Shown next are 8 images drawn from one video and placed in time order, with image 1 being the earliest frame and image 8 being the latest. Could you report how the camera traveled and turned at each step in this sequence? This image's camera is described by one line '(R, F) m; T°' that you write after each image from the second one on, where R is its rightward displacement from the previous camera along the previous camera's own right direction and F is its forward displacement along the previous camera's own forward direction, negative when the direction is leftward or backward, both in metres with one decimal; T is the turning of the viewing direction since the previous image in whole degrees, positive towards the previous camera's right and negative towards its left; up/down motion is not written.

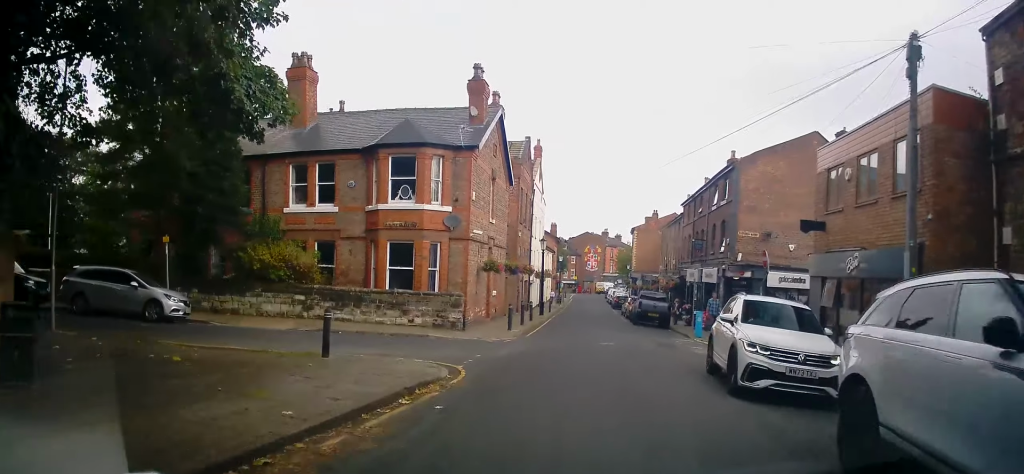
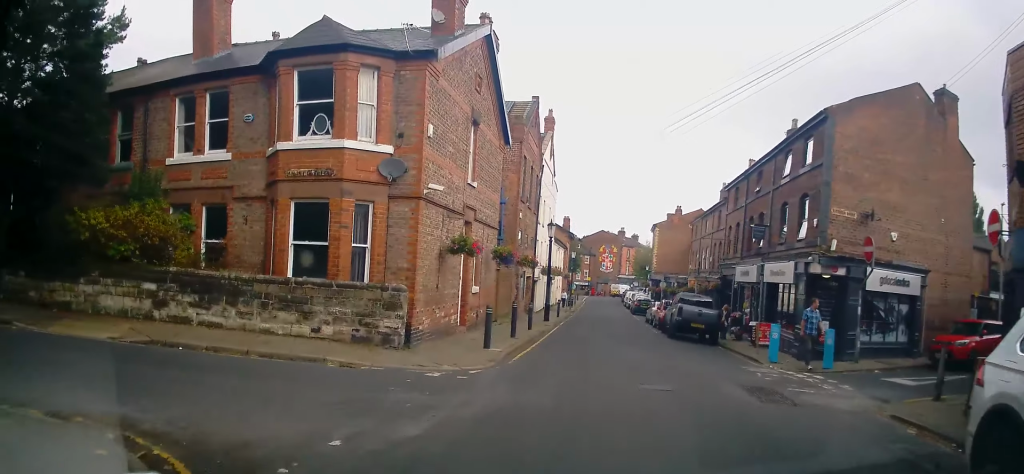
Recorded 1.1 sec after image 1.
(-0.1, +8.6) m; -2°
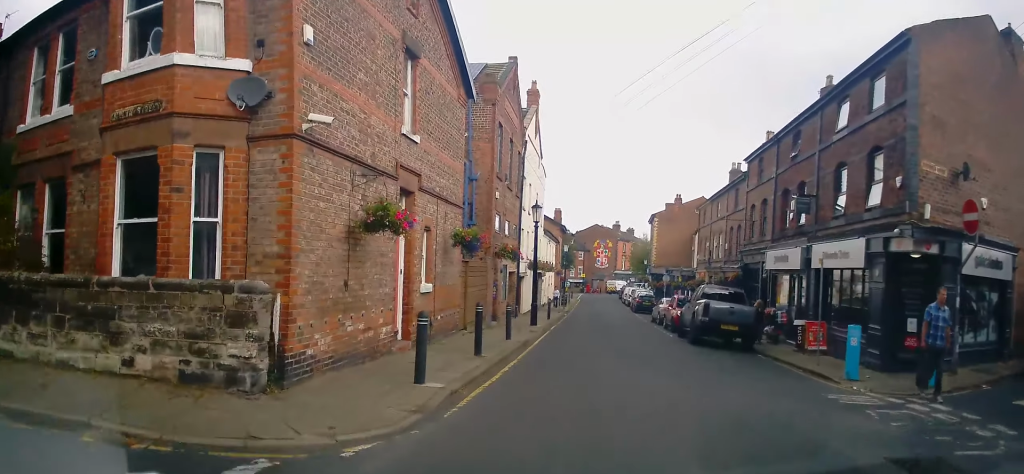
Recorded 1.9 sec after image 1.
(-0.2, +5.6) m; +1°
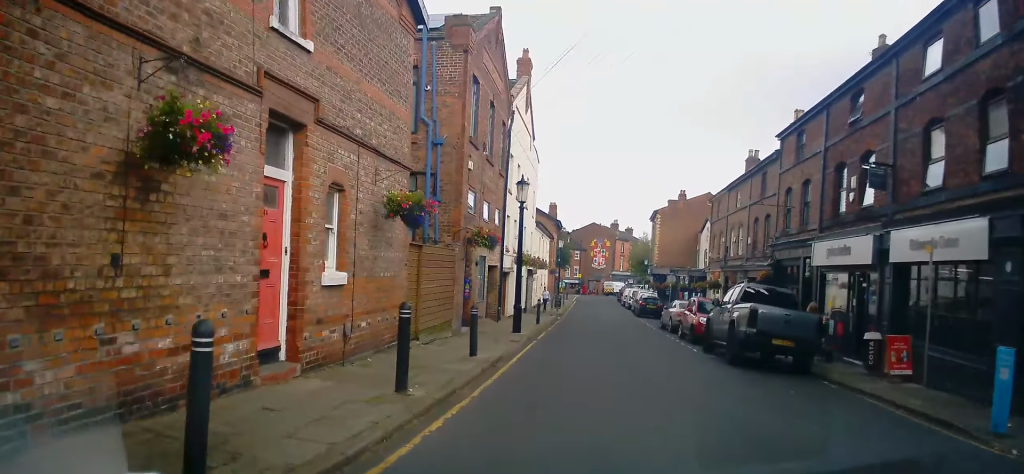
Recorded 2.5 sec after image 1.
(0.0, +5.1) m; +1°
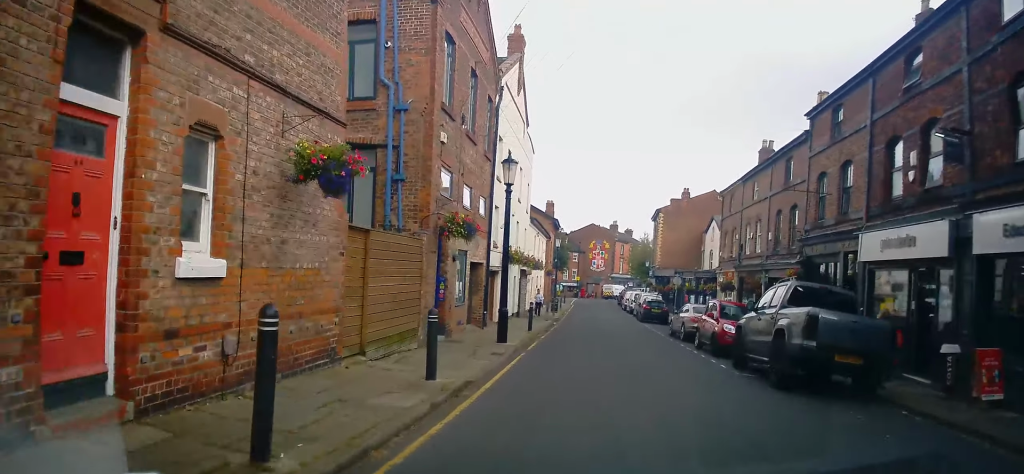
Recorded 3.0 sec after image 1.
(+0.2, +3.4) m; +1°
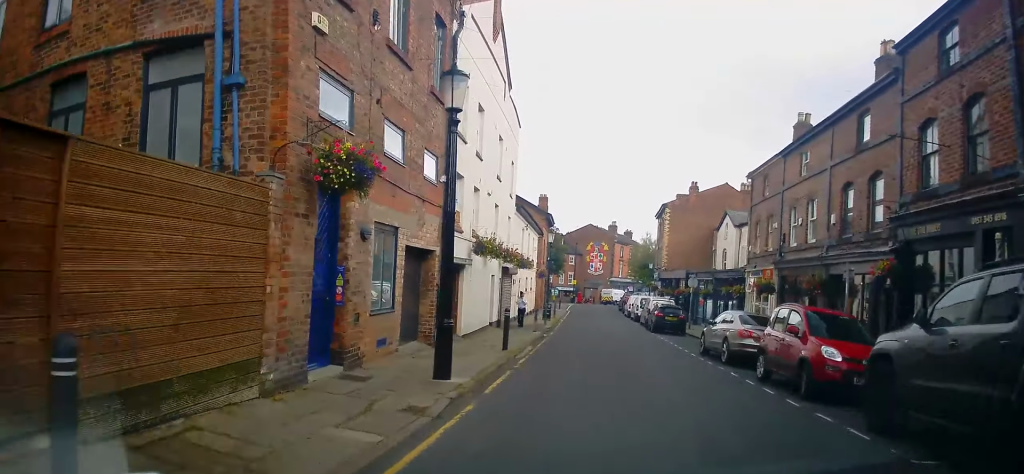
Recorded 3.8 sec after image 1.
(0.0, +6.9) m; 0°
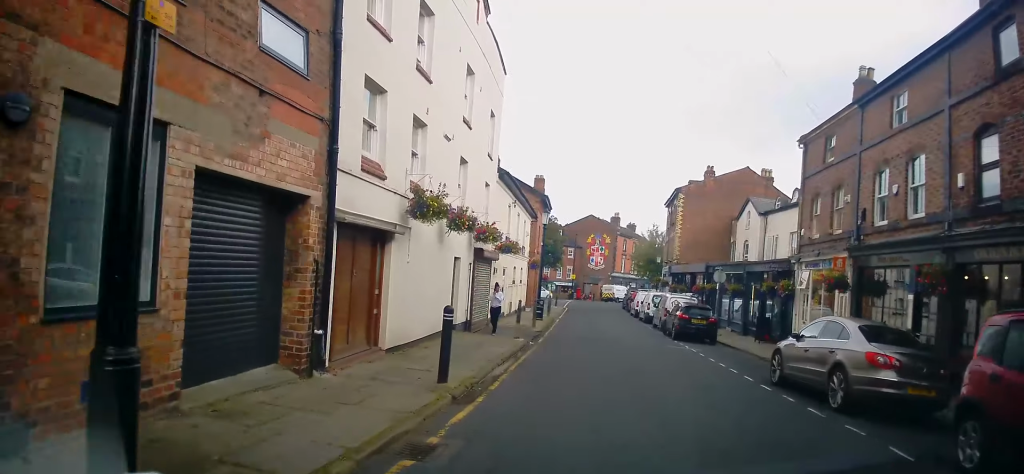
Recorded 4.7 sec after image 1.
(-0.1, +7.1) m; -1°
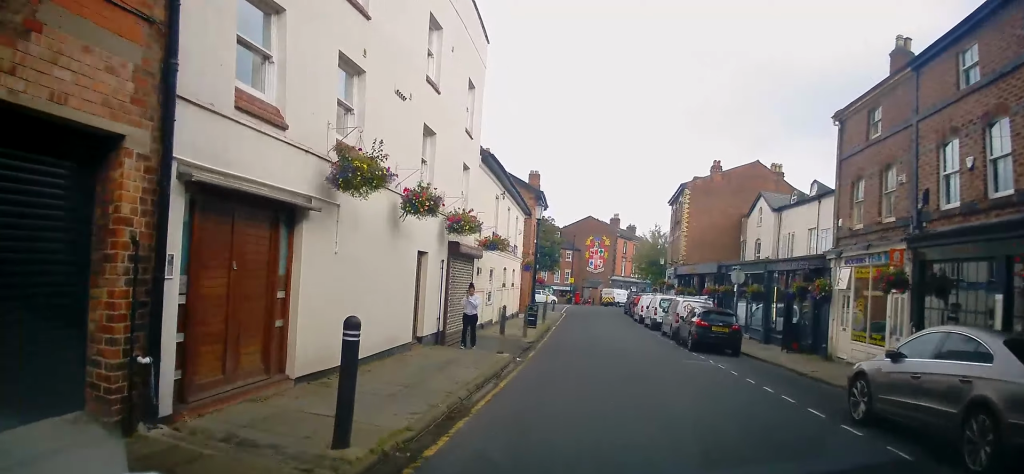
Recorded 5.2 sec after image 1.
(0.0, +3.6) m; 0°
